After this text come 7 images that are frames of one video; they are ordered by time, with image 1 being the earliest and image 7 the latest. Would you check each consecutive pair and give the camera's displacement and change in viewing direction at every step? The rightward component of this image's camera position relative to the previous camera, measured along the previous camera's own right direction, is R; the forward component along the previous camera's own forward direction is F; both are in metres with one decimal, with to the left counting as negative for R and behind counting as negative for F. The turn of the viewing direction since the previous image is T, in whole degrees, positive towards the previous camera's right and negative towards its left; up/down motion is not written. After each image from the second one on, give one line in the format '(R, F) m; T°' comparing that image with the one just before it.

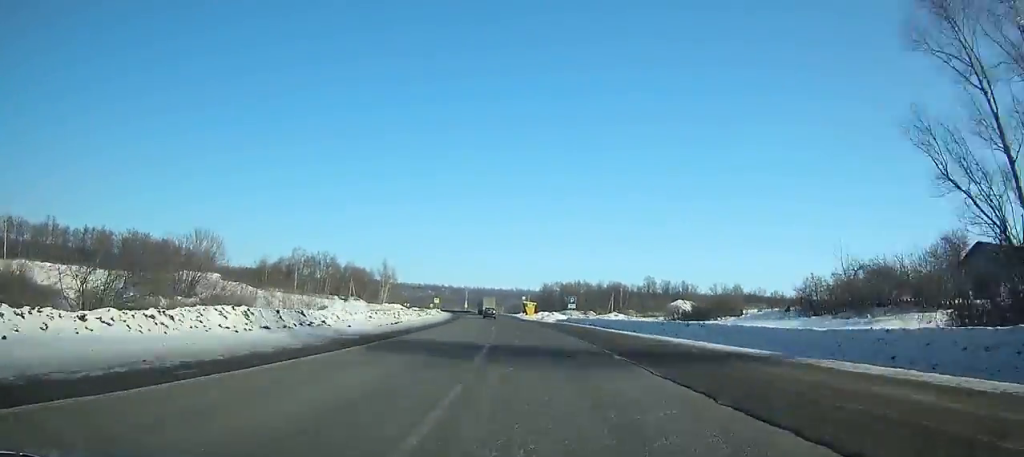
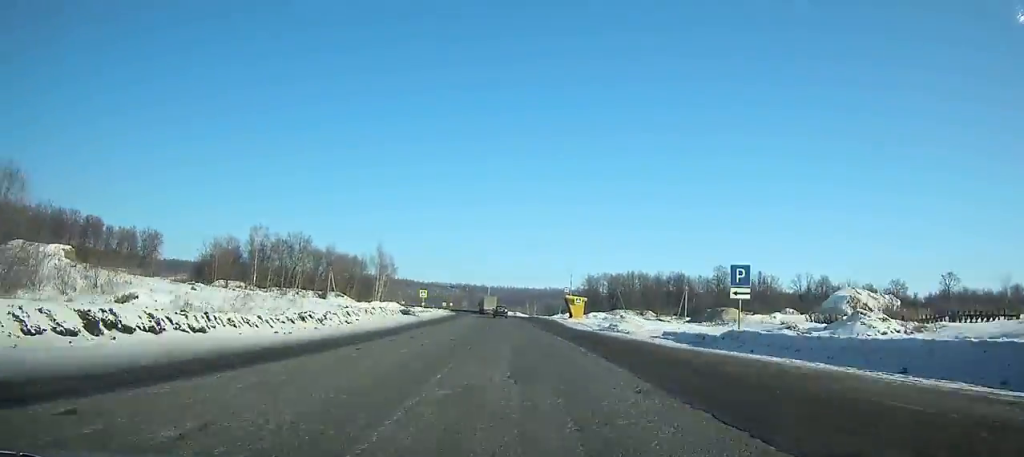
(-1.4, +51.0) m; -3°
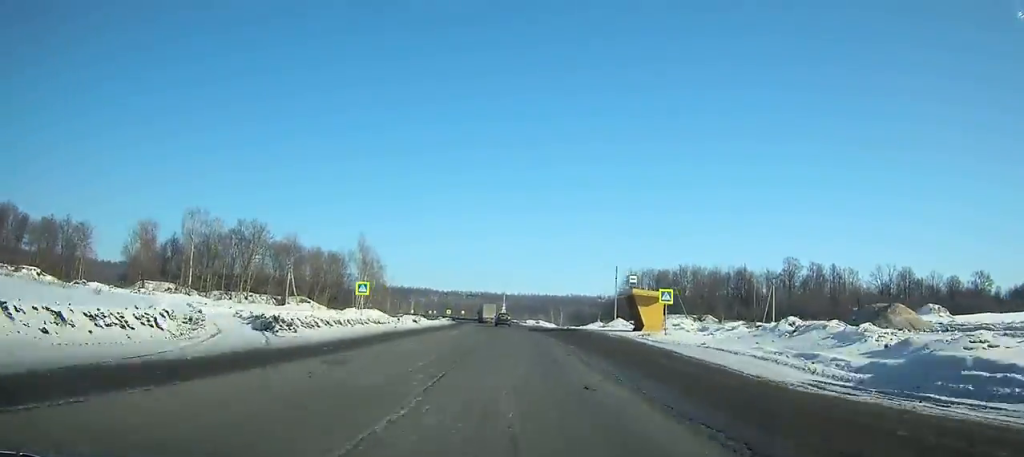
(-0.8, +38.5) m; -2°
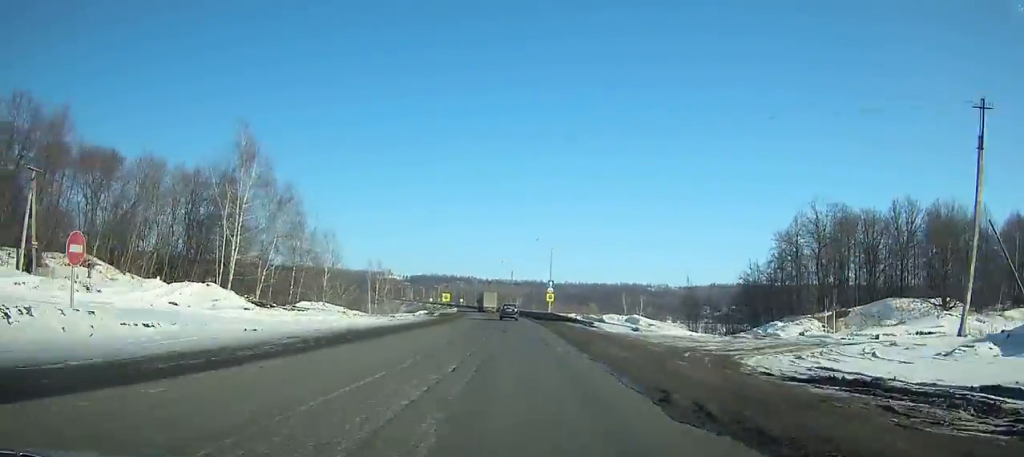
(-2.6, +70.1) m; -4°
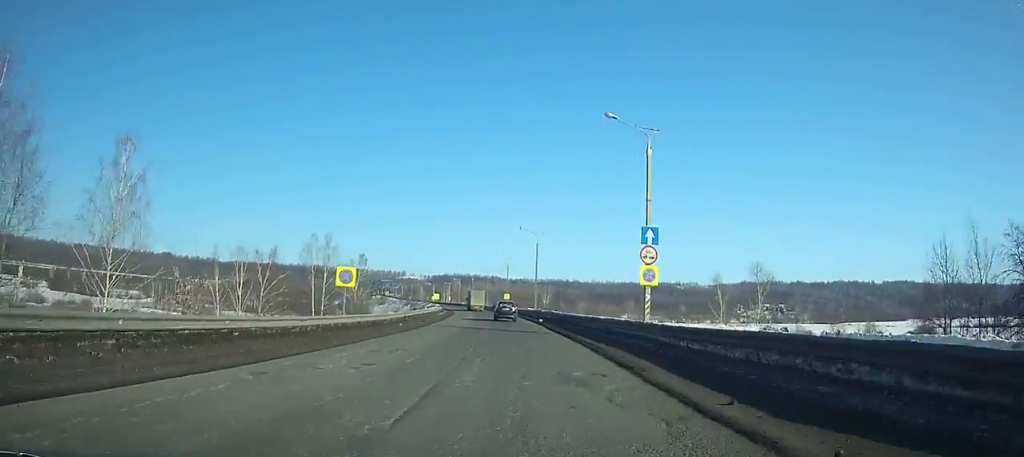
(-1.5, +52.9) m; -3°
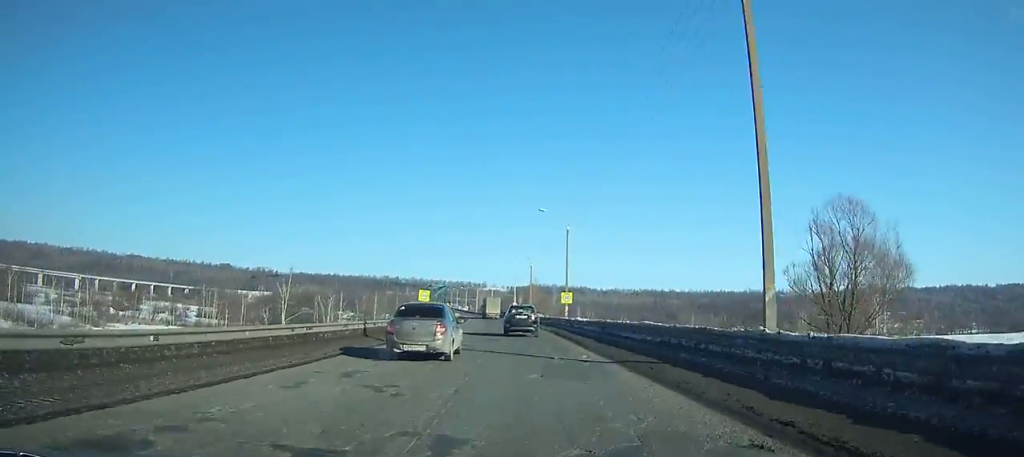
(-10.7, +138.2) m; -8°
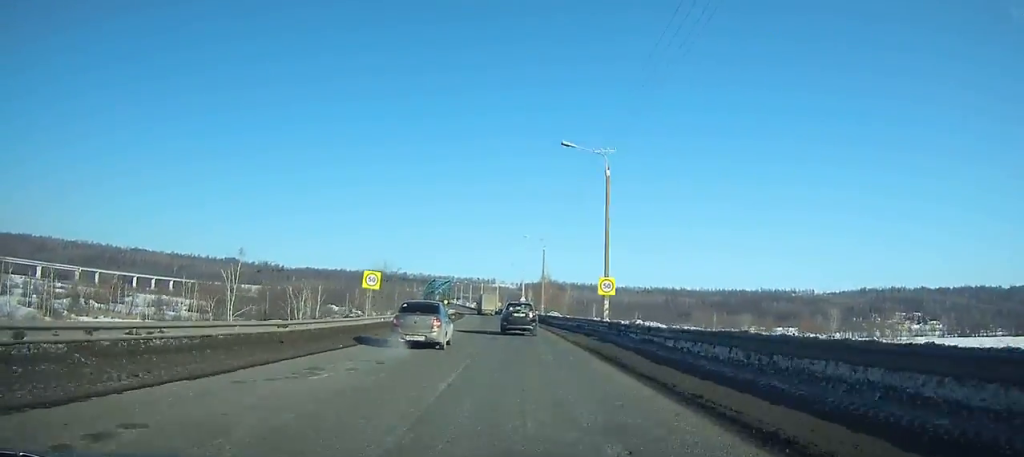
(-0.2, +20.7) m; -1°
